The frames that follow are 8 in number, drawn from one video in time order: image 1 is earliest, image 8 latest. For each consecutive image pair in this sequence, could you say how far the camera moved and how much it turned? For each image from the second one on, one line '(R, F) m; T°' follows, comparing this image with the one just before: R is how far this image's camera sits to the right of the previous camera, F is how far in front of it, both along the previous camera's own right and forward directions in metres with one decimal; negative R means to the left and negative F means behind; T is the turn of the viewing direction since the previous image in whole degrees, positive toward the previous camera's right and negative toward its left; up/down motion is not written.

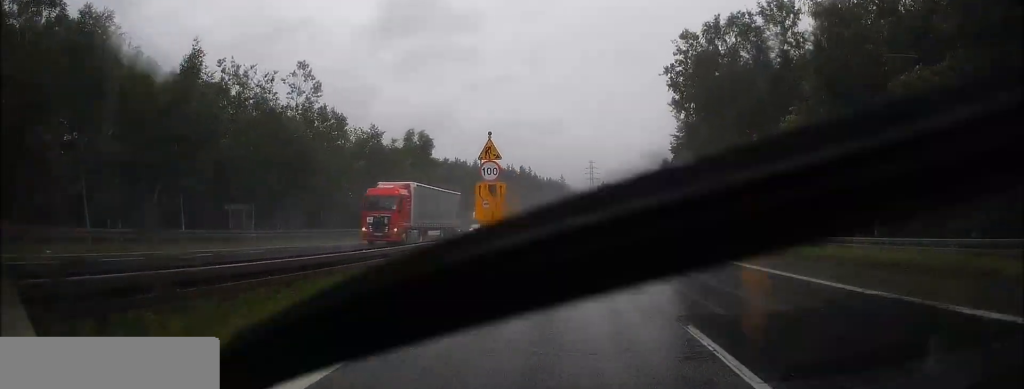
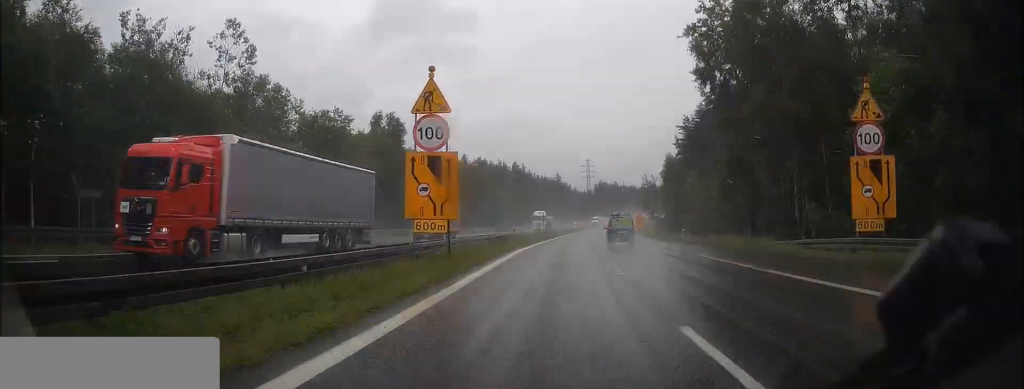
(0.0, +12.1) m; +1°
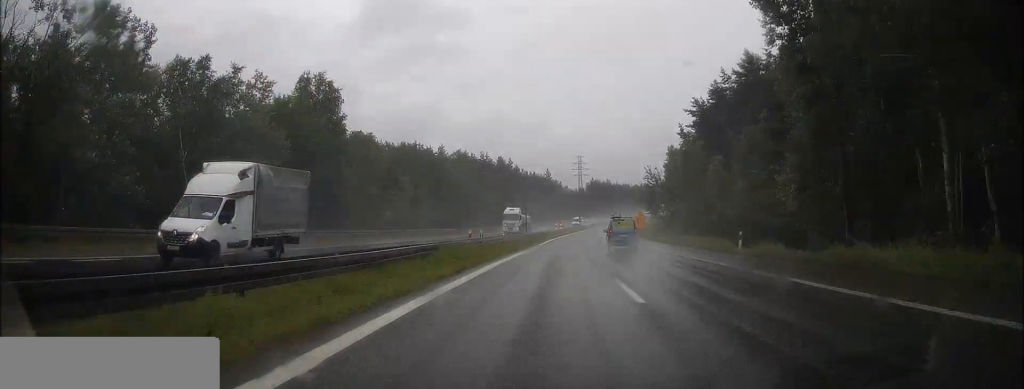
(+0.1, +17.0) m; 0°
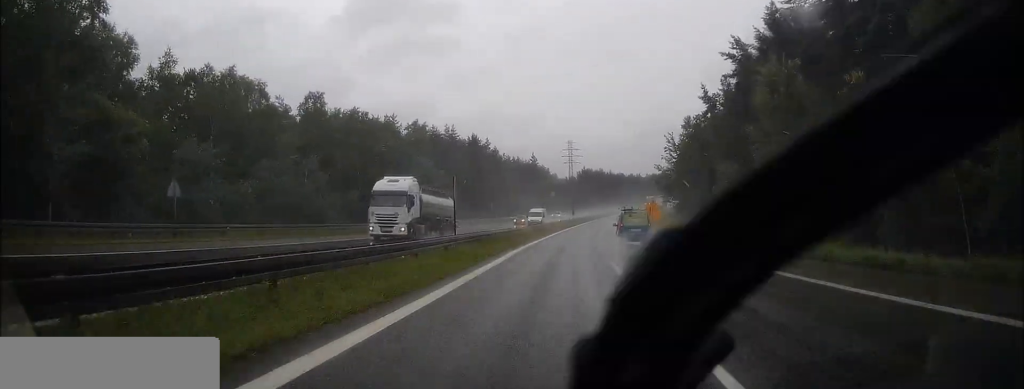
(+0.1, +30.3) m; +1°
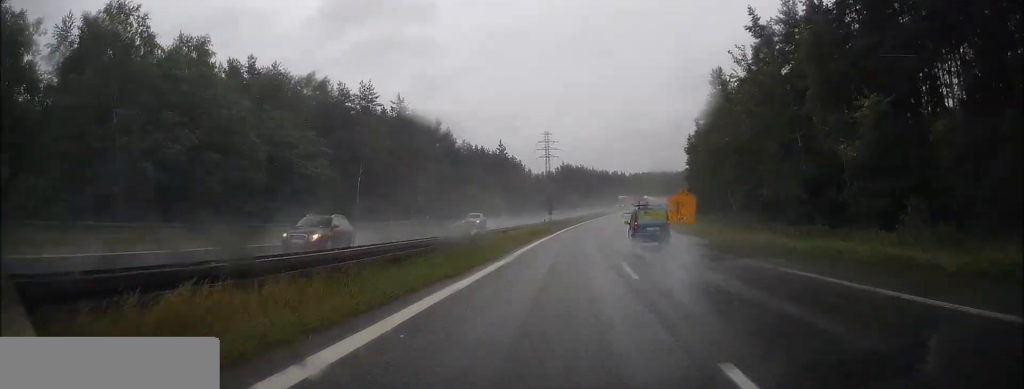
(+0.8, +37.4) m; +2°
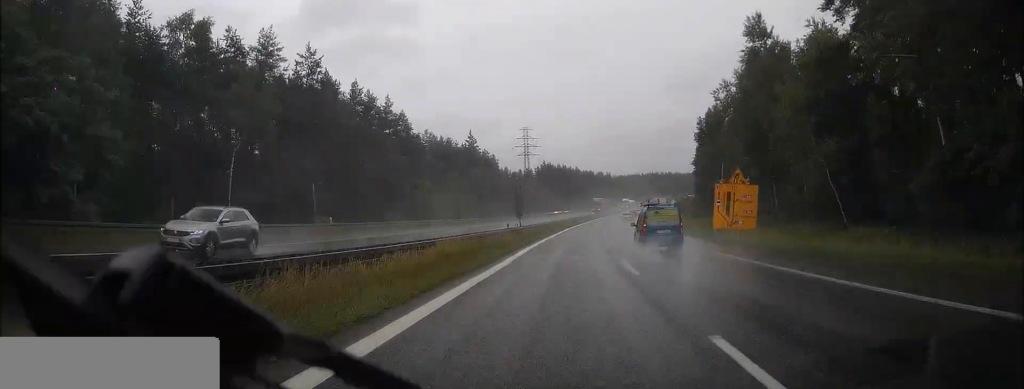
(+0.1, +22.6) m; +1°
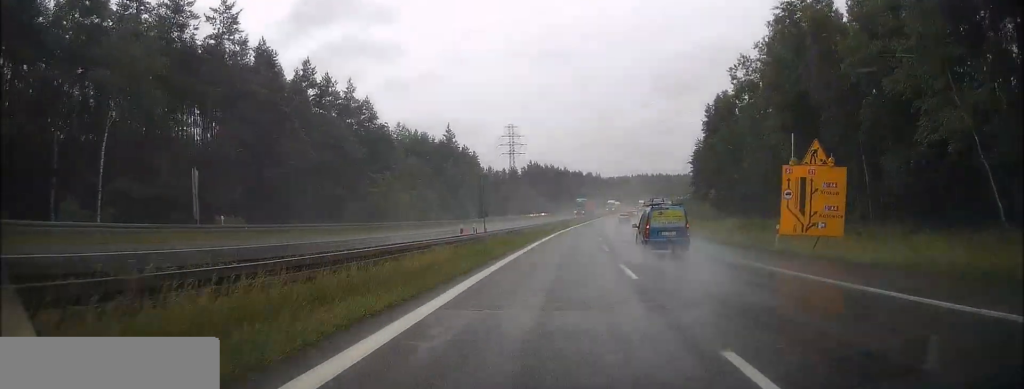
(+0.3, +12.6) m; +1°
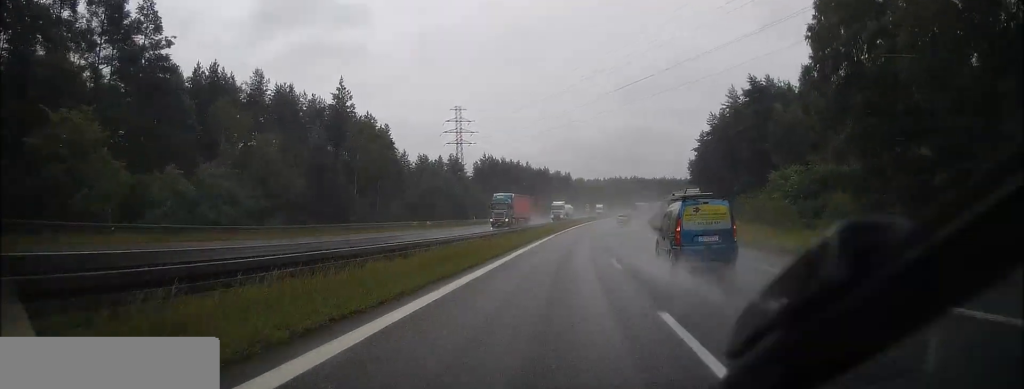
(+1.5, +45.4) m; +3°
